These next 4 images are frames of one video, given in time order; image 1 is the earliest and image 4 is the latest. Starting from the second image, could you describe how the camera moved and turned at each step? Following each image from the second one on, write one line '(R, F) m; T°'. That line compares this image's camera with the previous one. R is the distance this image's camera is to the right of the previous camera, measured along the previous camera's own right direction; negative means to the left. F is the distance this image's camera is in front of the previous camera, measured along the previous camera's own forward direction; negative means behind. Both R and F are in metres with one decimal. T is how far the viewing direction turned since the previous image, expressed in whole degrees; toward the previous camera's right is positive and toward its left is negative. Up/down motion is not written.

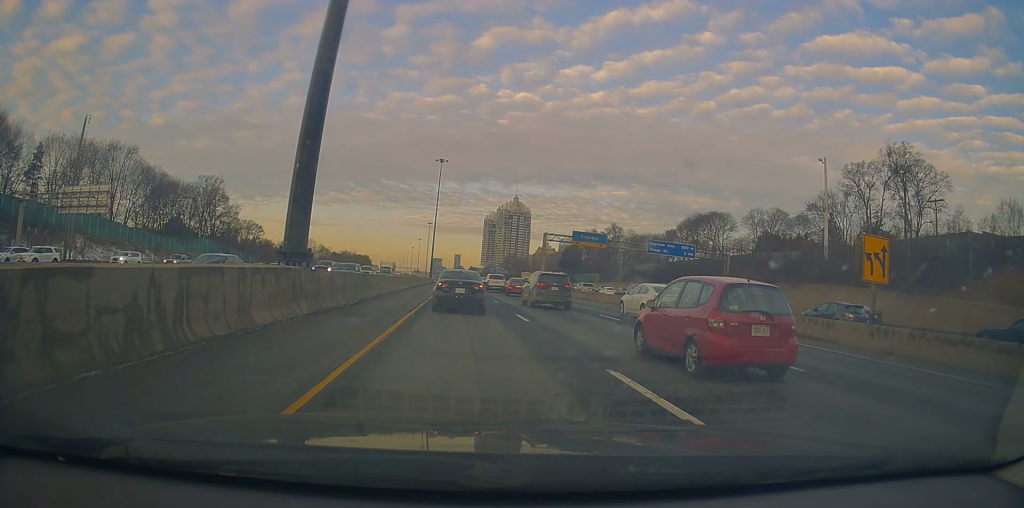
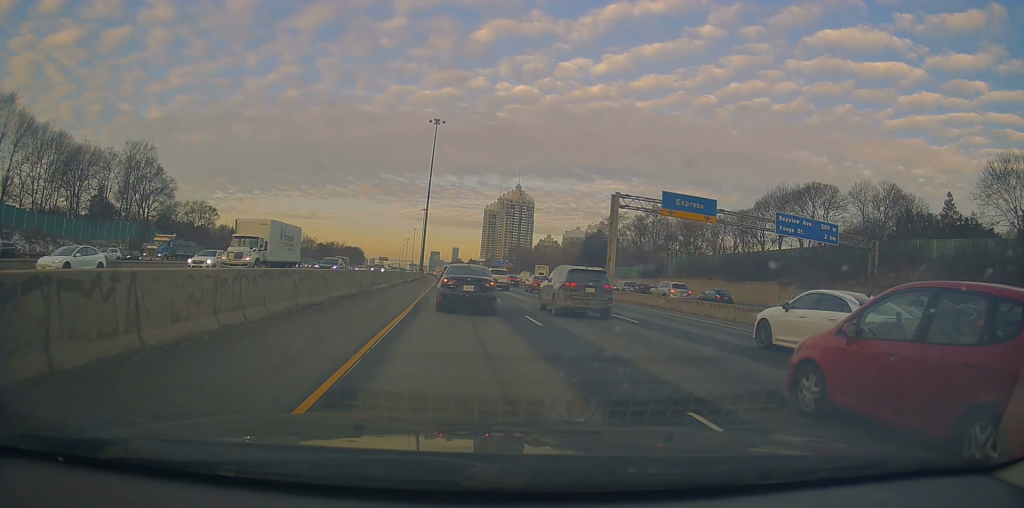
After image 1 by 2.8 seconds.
(-0.9, +37.6) m; -3°
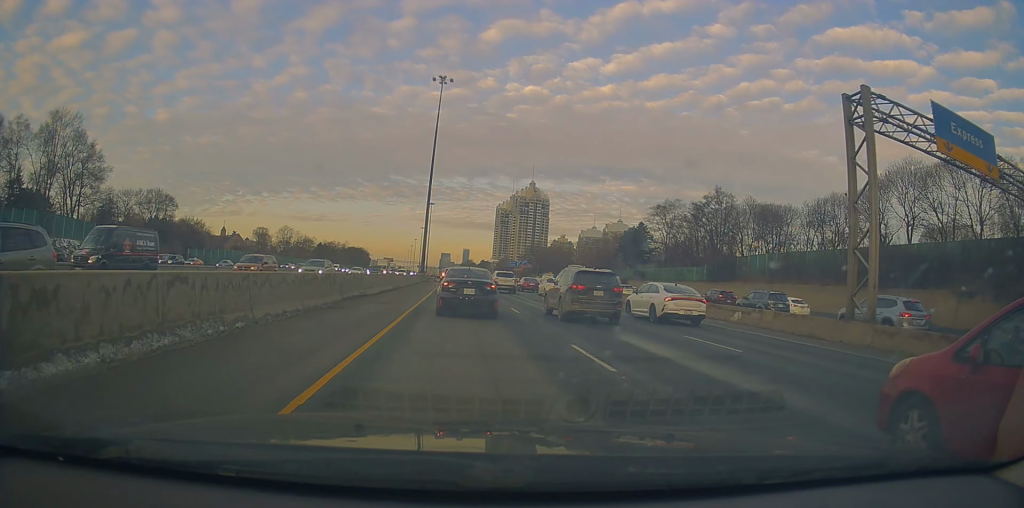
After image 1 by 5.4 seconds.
(+0.7, +32.1) m; 0°
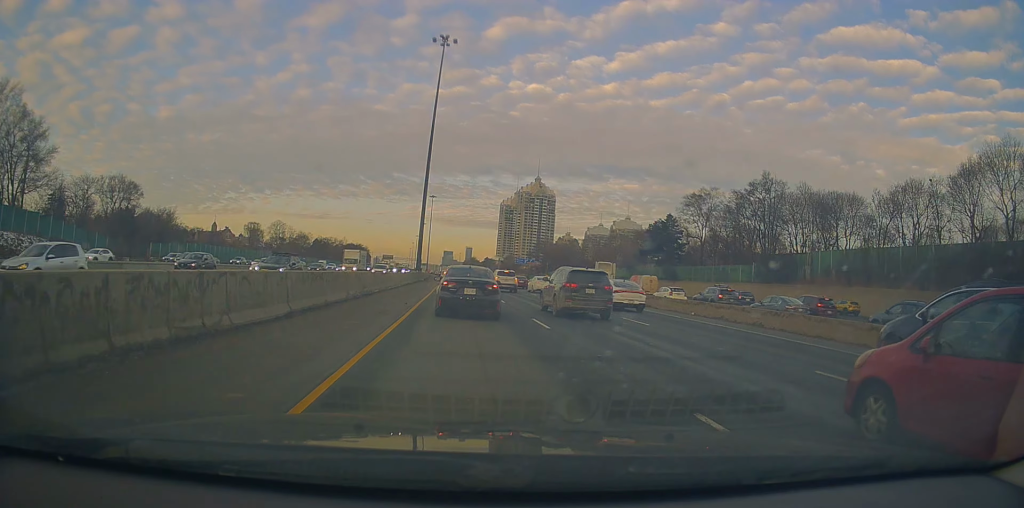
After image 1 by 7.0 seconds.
(-0.2, +17.7) m; 0°
